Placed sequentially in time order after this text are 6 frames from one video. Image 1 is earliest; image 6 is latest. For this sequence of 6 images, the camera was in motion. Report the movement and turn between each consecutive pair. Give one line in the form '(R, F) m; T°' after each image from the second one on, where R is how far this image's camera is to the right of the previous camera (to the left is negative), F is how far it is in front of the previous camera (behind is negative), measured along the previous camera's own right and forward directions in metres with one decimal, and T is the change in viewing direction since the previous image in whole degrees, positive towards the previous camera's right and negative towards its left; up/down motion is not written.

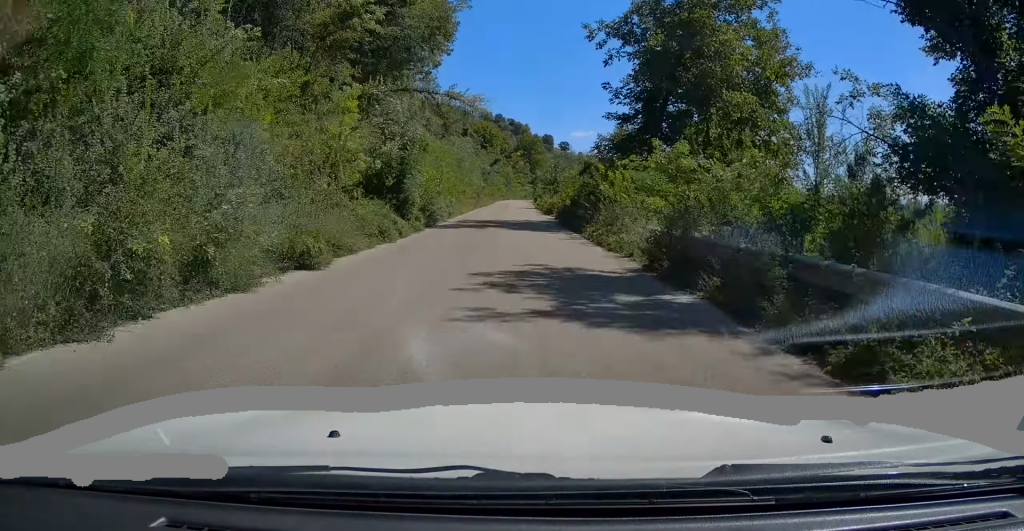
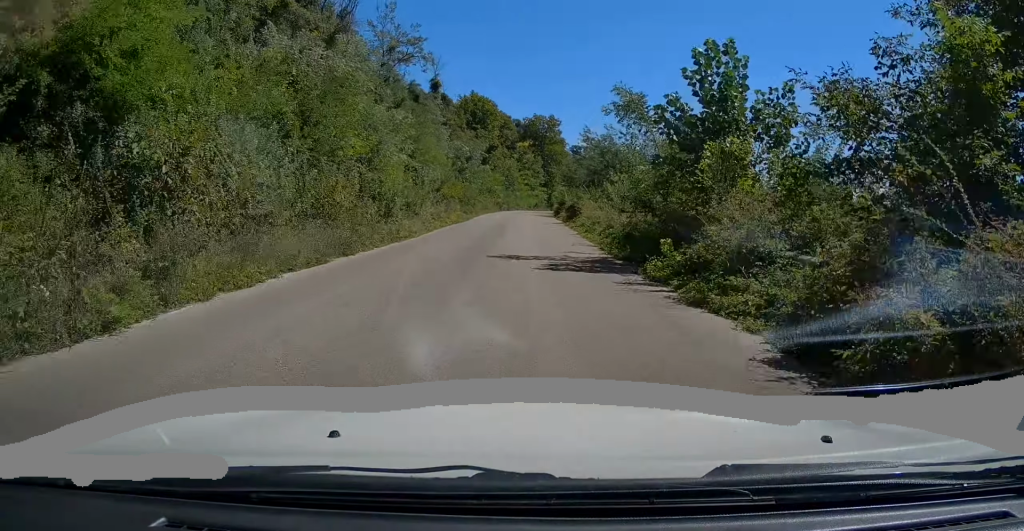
(+0.1, +54.2) m; 0°
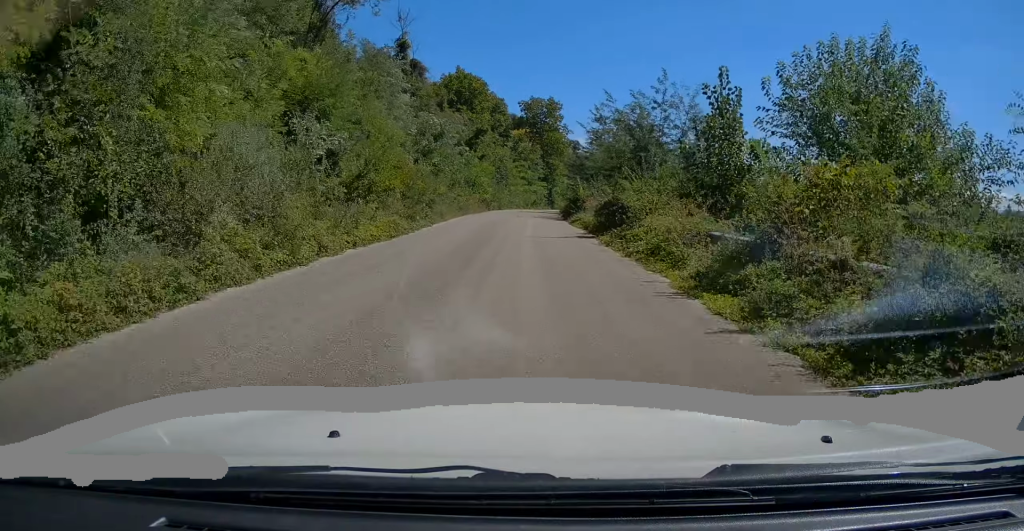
(-0.2, +17.3) m; 0°
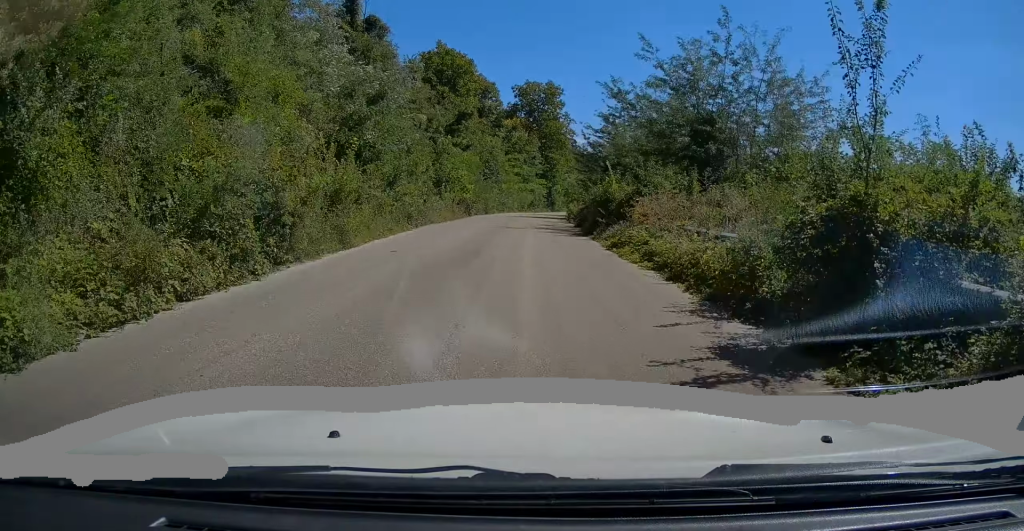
(+0.4, +15.1) m; +1°
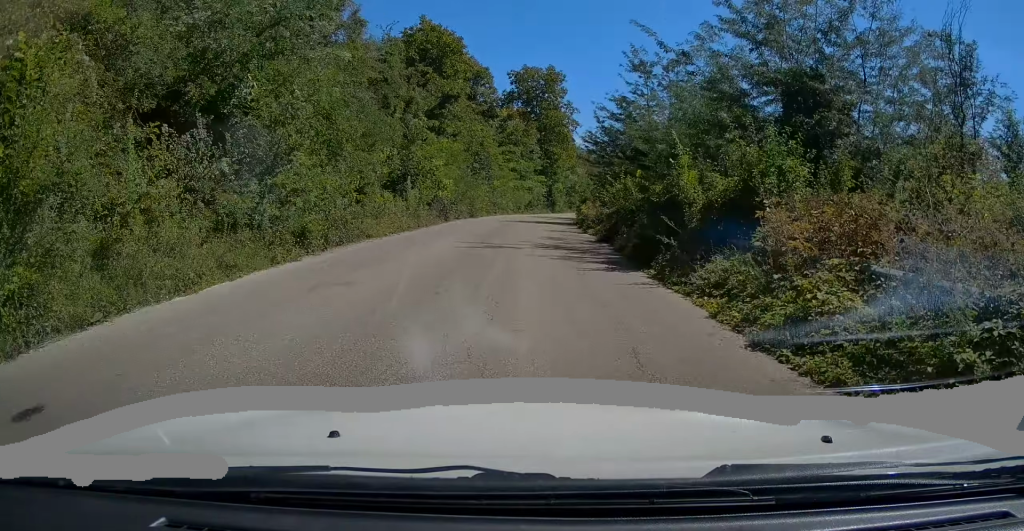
(-0.1, +10.0) m; +1°
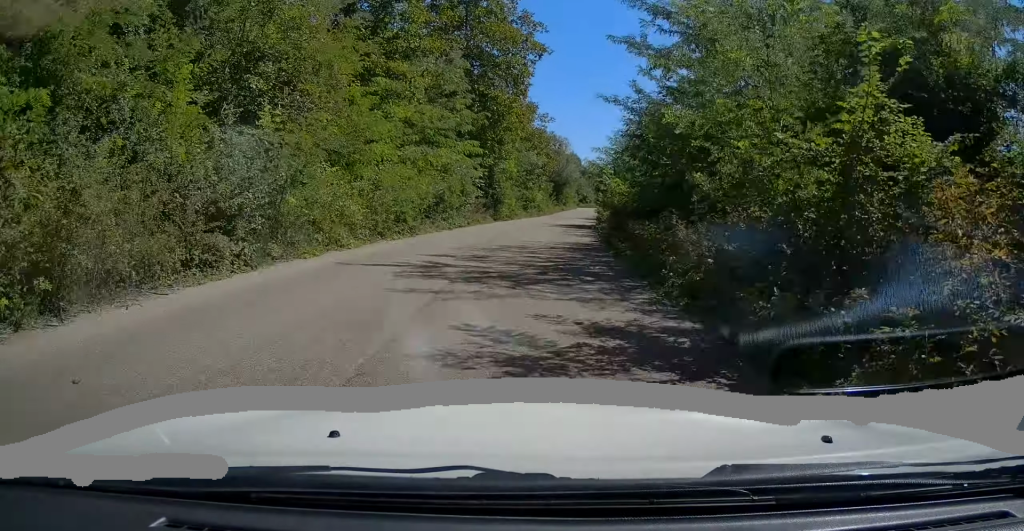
(+1.2, +37.2) m; +5°
